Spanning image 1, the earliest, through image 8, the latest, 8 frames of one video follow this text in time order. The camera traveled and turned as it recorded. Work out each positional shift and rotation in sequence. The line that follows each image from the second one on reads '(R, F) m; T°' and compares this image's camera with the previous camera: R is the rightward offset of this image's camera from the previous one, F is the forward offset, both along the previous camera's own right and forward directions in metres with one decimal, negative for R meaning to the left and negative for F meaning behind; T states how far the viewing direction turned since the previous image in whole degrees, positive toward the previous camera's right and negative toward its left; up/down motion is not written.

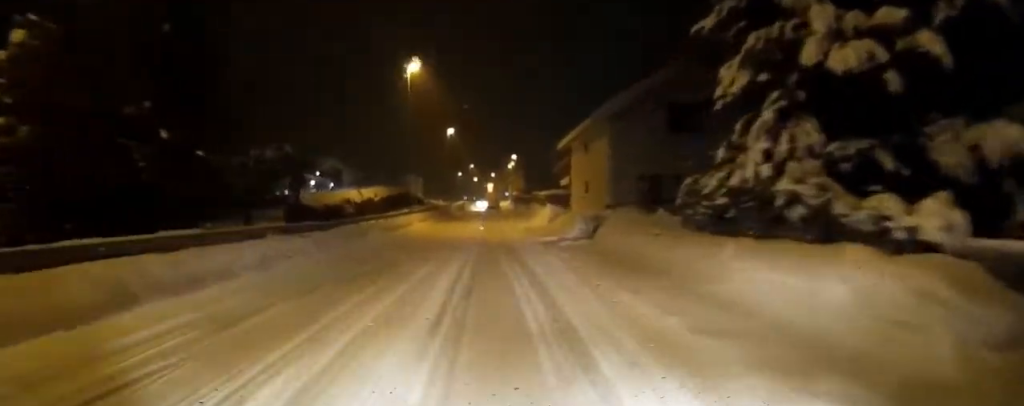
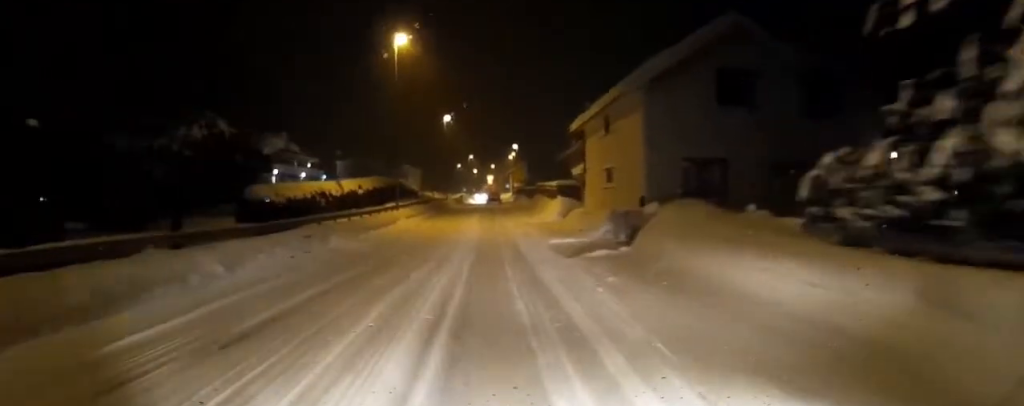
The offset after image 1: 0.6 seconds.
(0.0, +5.7) m; 0°
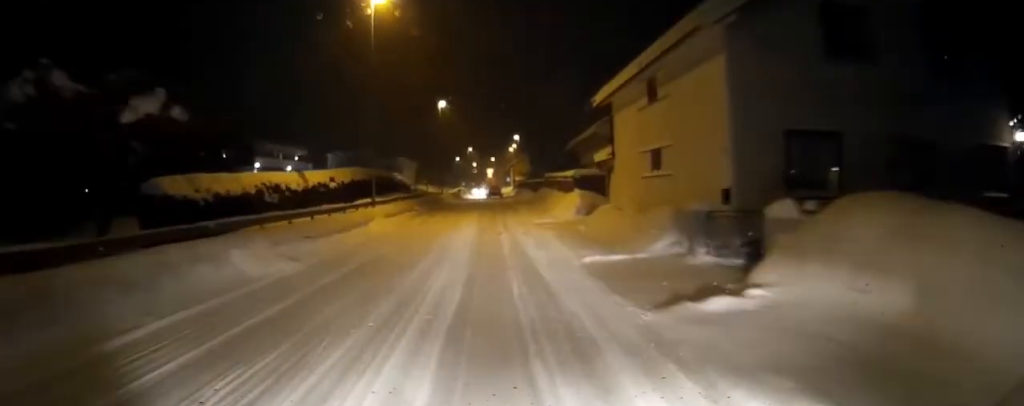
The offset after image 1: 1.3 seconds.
(-0.1, +7.2) m; 0°
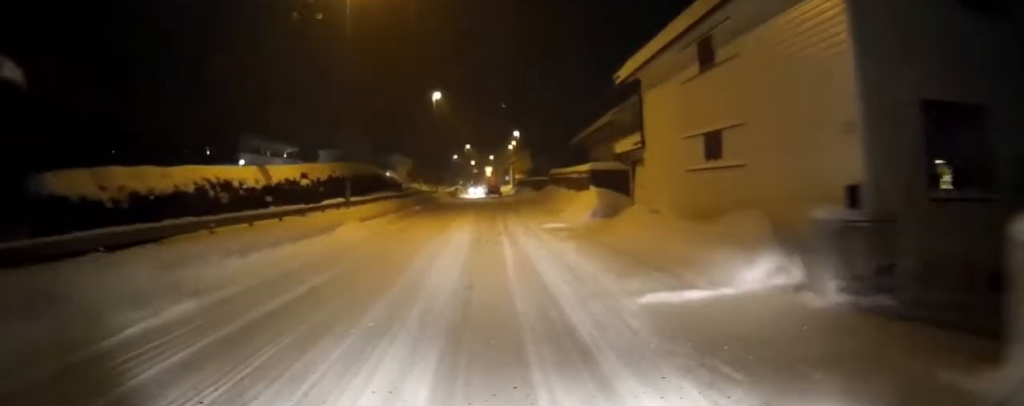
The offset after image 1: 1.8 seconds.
(0.0, +4.9) m; +1°
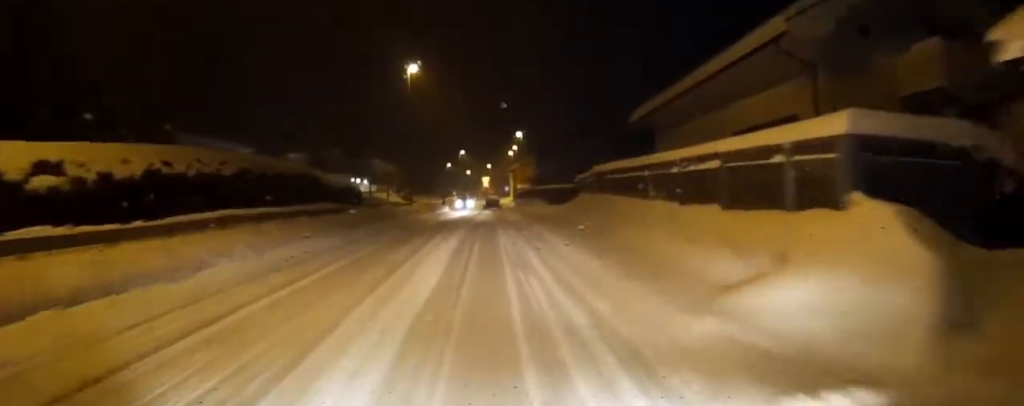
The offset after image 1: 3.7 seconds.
(+0.4, +18.2) m; +2°
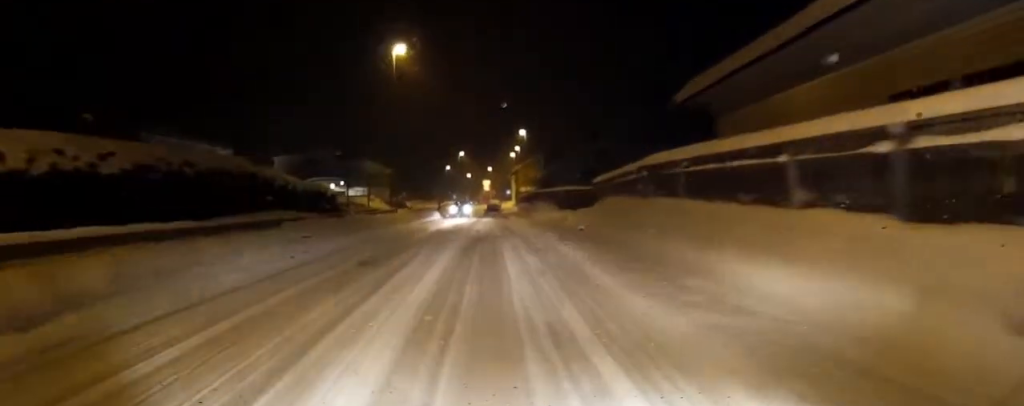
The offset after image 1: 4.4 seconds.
(0.0, +7.1) m; 0°
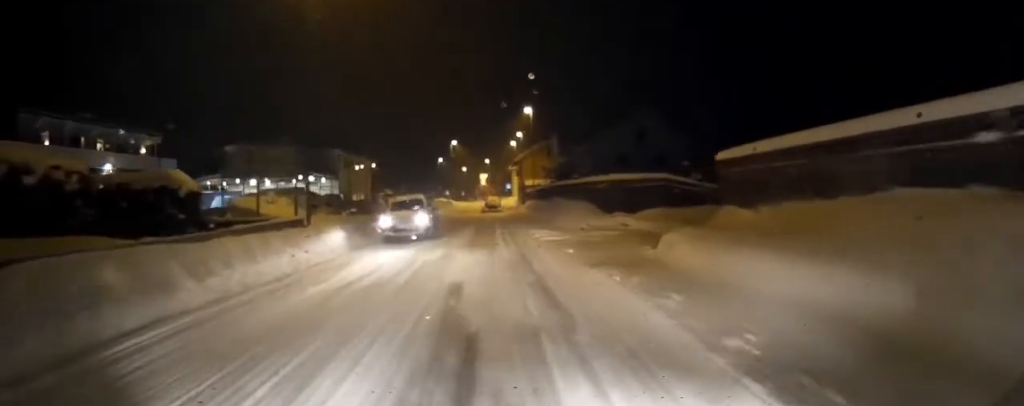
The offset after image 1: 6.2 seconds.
(-0.5, +16.9) m; -3°
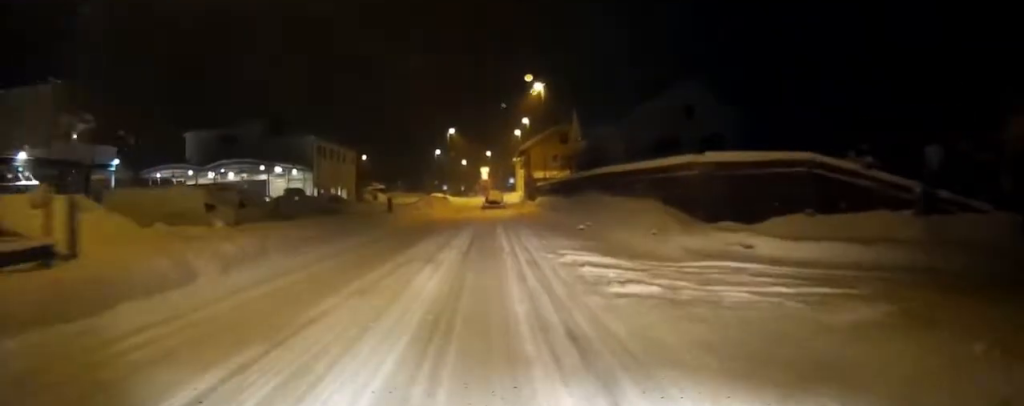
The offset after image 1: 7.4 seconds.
(-0.1, +11.4) m; -2°
